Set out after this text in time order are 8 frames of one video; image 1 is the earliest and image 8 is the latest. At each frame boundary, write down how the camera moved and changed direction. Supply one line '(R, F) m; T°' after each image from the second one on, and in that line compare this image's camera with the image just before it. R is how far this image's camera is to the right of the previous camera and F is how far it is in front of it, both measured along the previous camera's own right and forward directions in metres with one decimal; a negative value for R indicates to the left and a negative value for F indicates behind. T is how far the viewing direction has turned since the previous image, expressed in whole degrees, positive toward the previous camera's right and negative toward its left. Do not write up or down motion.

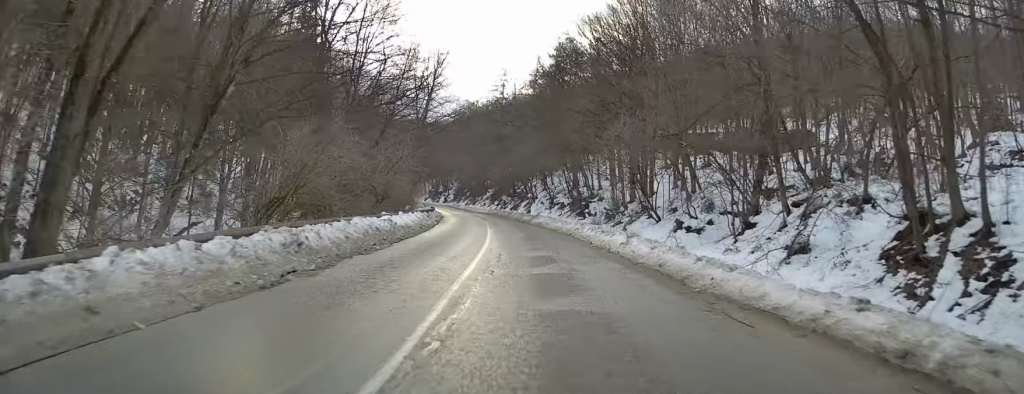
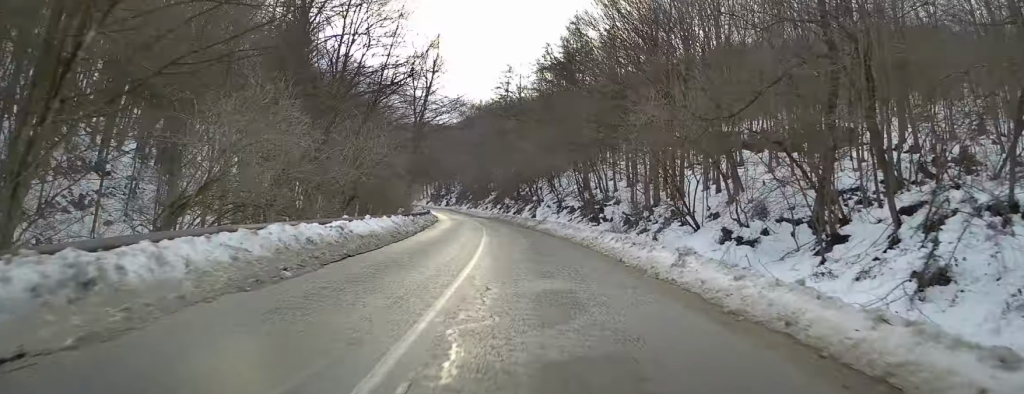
(0.0, +6.5) m; -1°
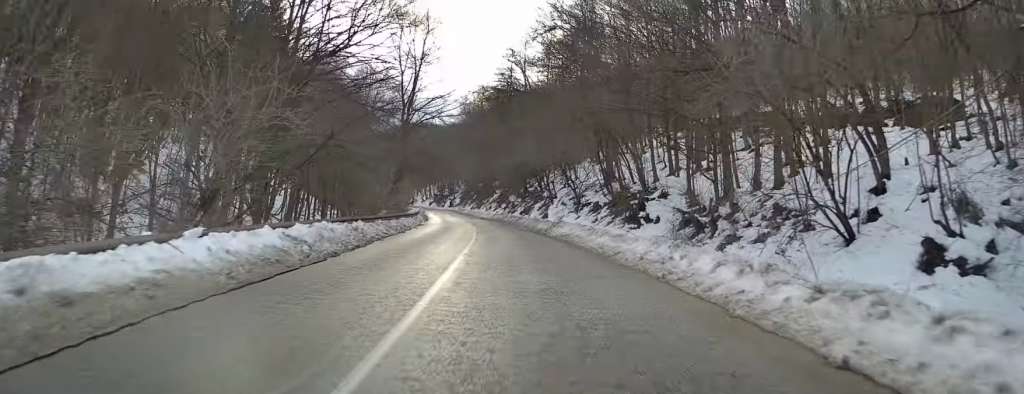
(-0.3, +11.8) m; -3°
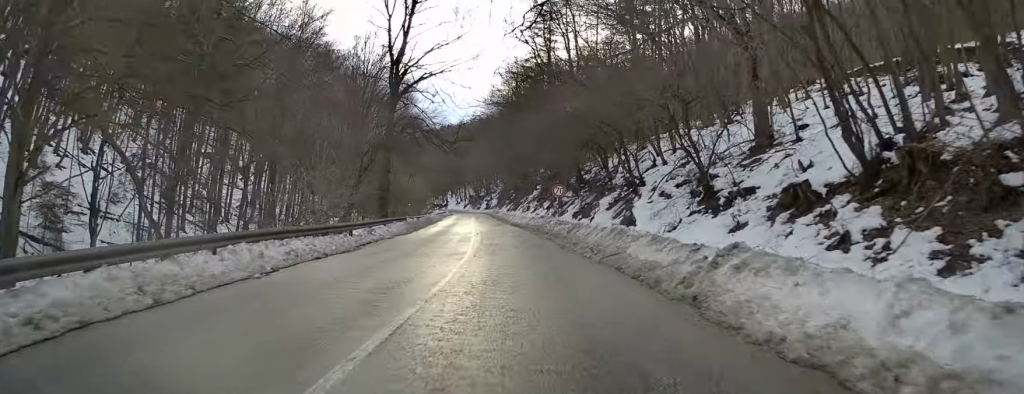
(-0.4, +24.7) m; -2°
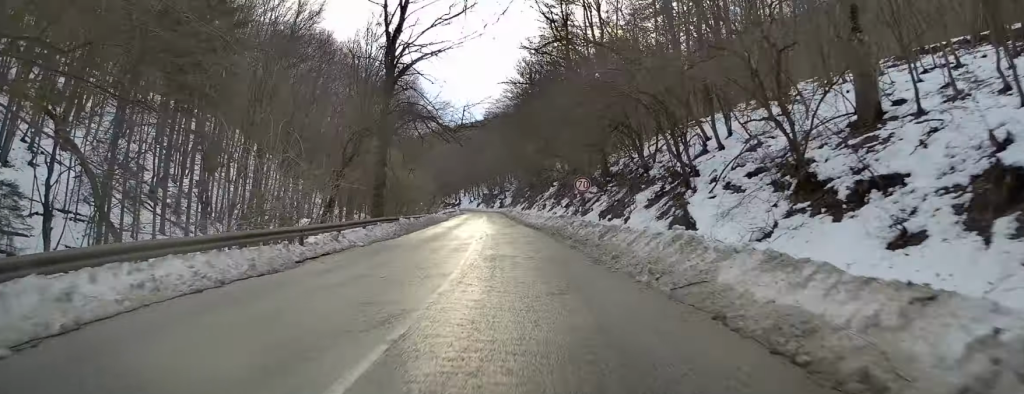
(+0.2, +6.4) m; -1°
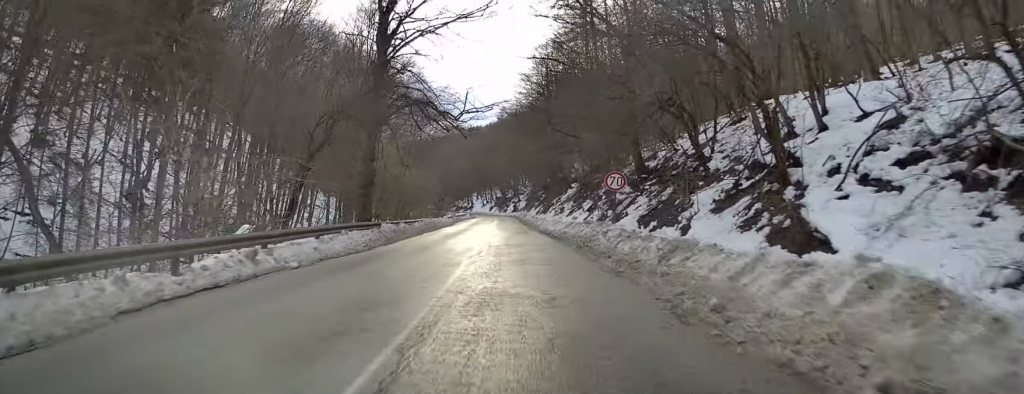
(-0.4, +6.8) m; -2°
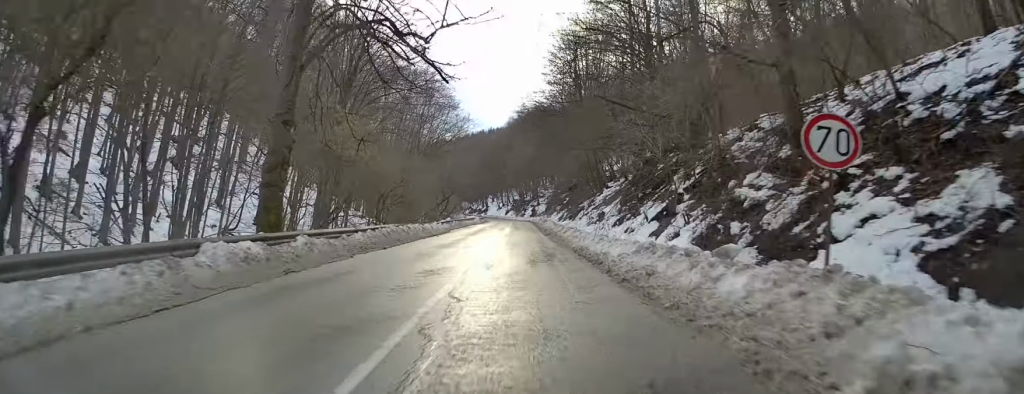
(-0.2, +15.5) m; -2°
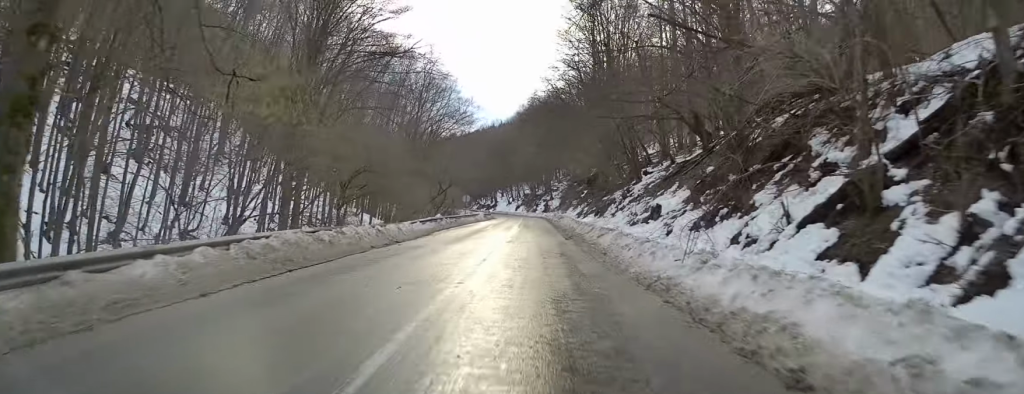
(-0.4, +12.4) m; -1°
